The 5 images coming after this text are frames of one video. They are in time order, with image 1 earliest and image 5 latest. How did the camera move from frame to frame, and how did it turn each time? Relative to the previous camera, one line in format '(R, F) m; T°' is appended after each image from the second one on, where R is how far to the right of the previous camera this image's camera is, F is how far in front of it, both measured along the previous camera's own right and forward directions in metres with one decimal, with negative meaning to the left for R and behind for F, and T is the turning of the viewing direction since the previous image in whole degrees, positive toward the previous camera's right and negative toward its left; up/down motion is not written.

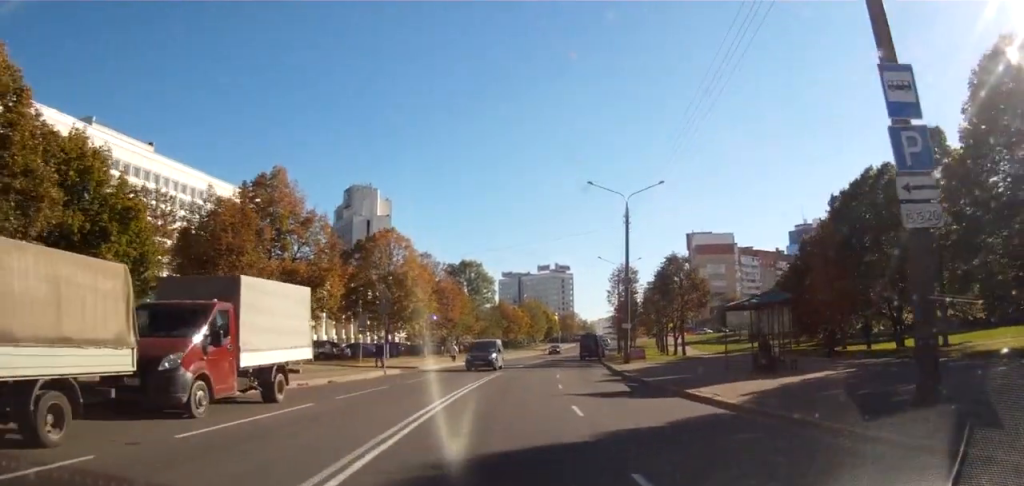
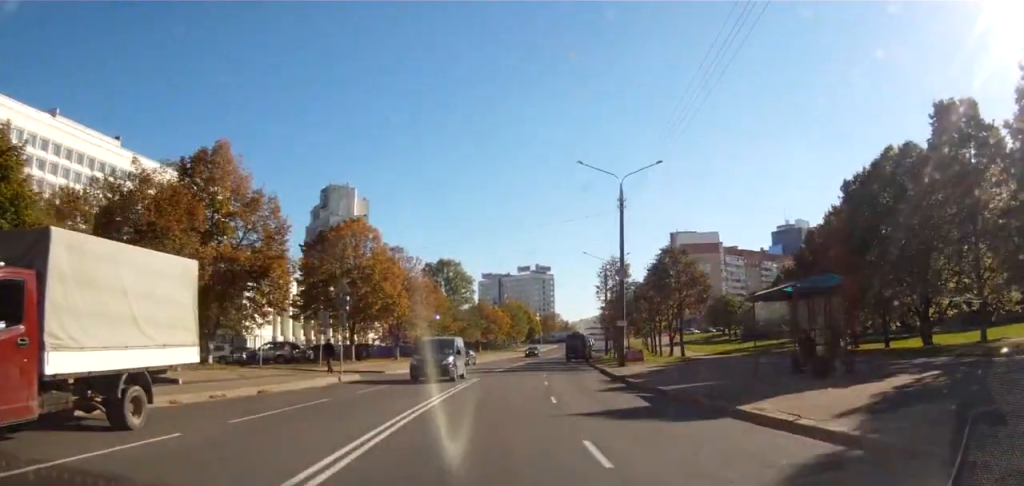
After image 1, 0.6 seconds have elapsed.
(-0.4, +4.8) m; +3°
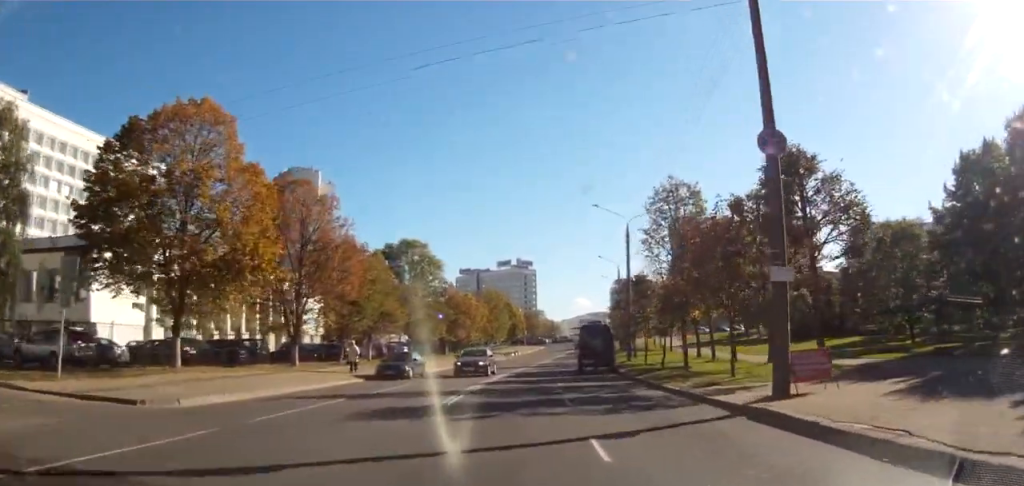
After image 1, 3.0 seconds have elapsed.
(+1.5, +21.9) m; +7°
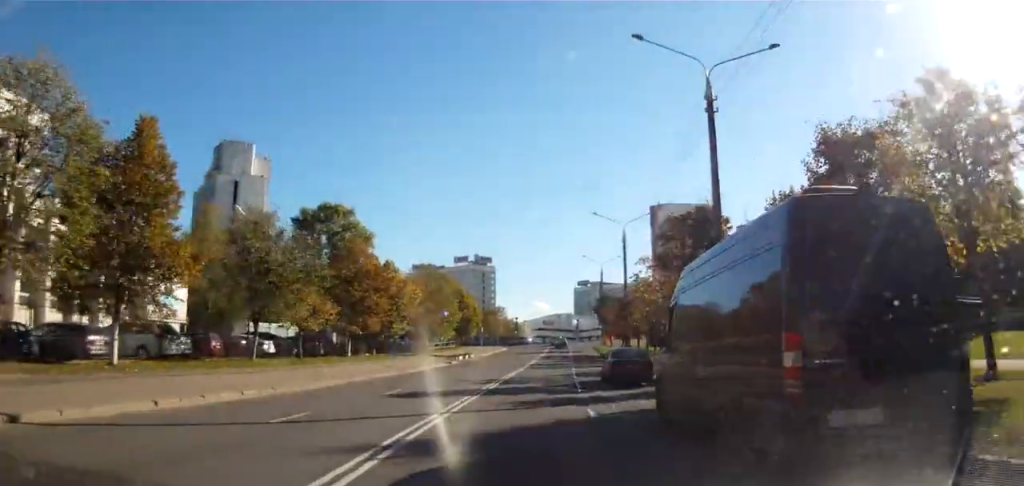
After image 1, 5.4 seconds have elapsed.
(+0.7, +26.4) m; -3°
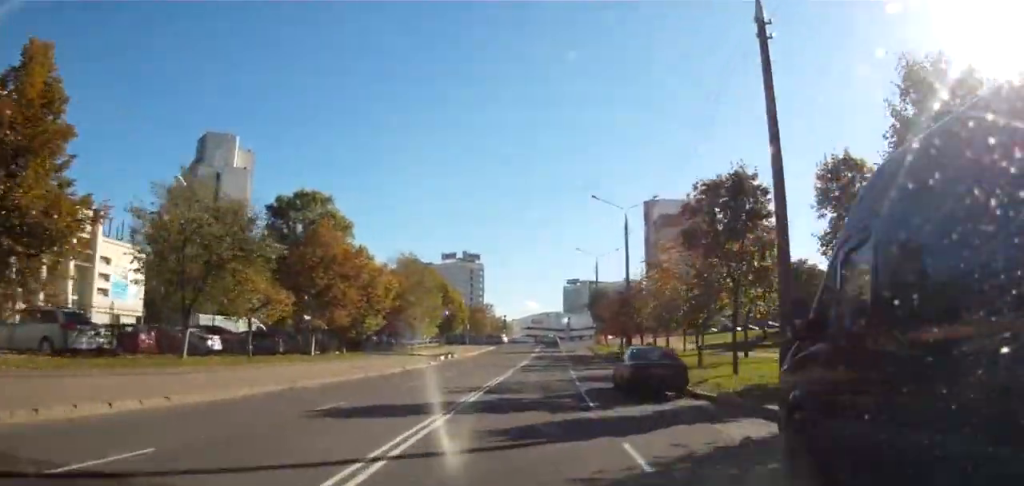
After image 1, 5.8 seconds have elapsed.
(-0.2, +5.6) m; 0°
